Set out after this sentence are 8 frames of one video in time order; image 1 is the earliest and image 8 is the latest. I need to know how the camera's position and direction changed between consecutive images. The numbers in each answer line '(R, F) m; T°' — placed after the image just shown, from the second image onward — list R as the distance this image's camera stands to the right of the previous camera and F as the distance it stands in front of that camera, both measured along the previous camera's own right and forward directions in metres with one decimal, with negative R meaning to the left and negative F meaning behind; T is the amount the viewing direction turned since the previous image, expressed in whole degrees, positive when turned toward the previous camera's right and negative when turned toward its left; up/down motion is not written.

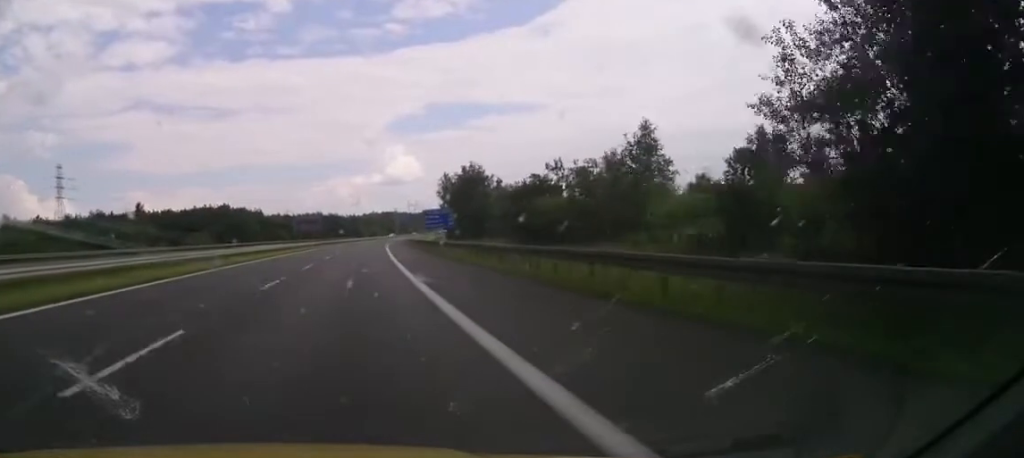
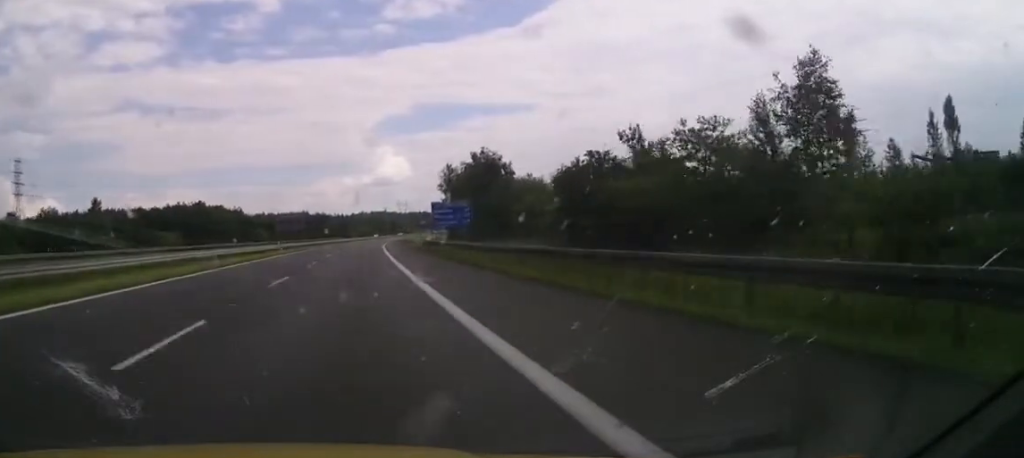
(0.0, +22.9) m; +1°
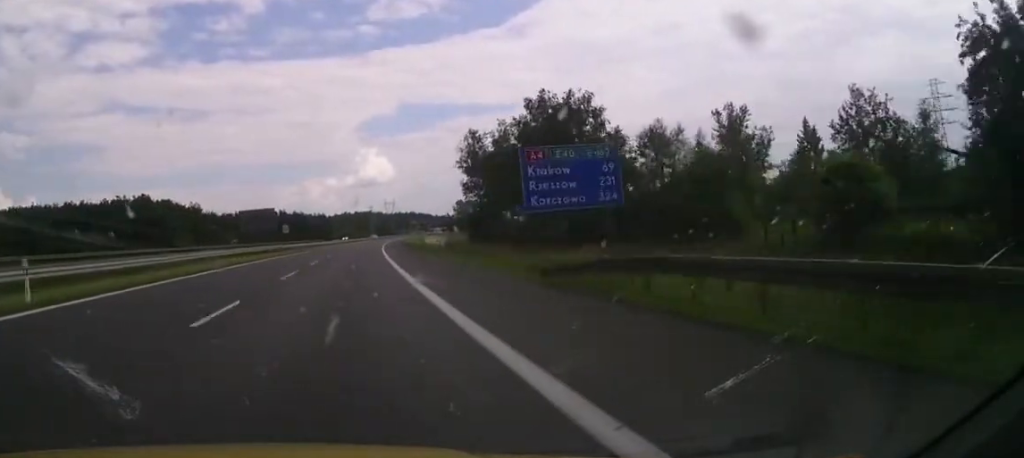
(+1.1, +44.8) m; +2°
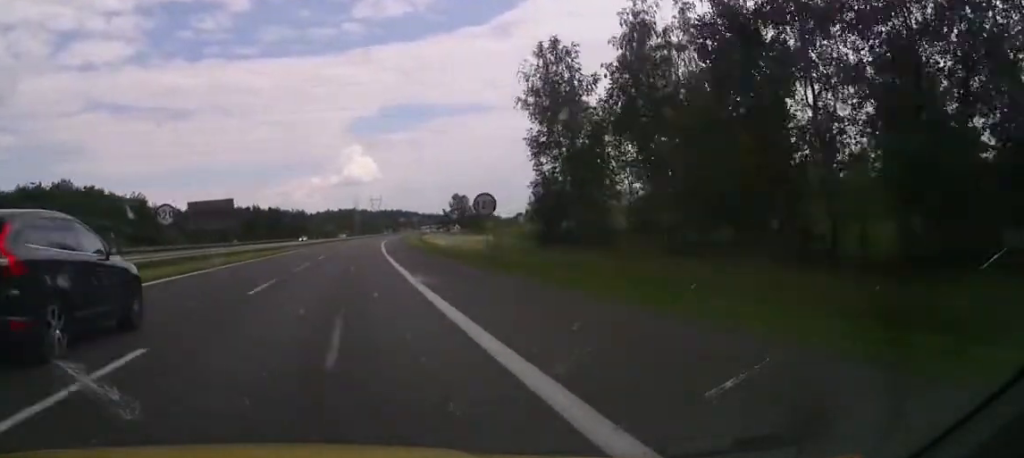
(+0.2, +42.6) m; 0°
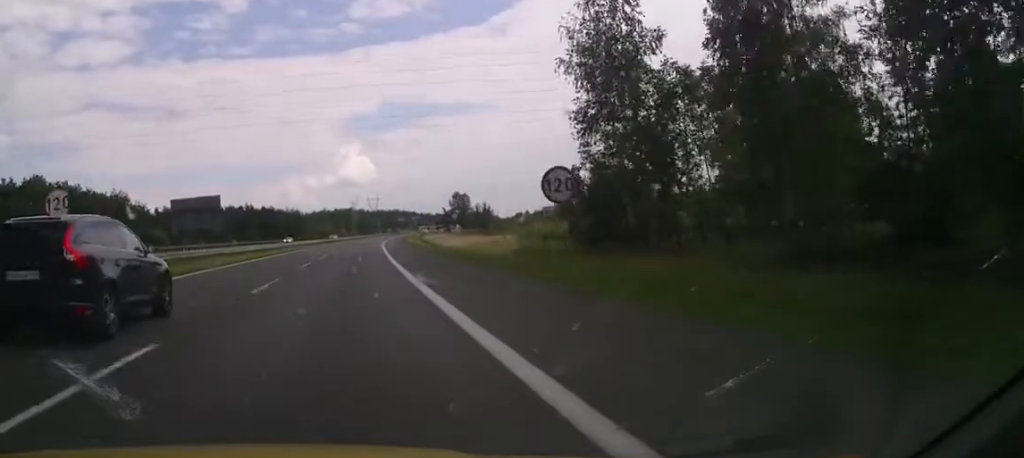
(0.0, +11.7) m; 0°
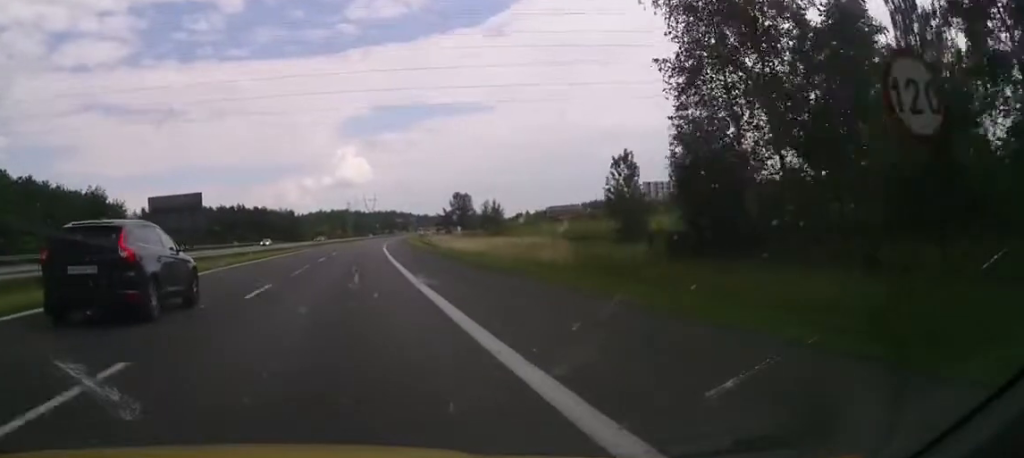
(0.0, +13.5) m; 0°
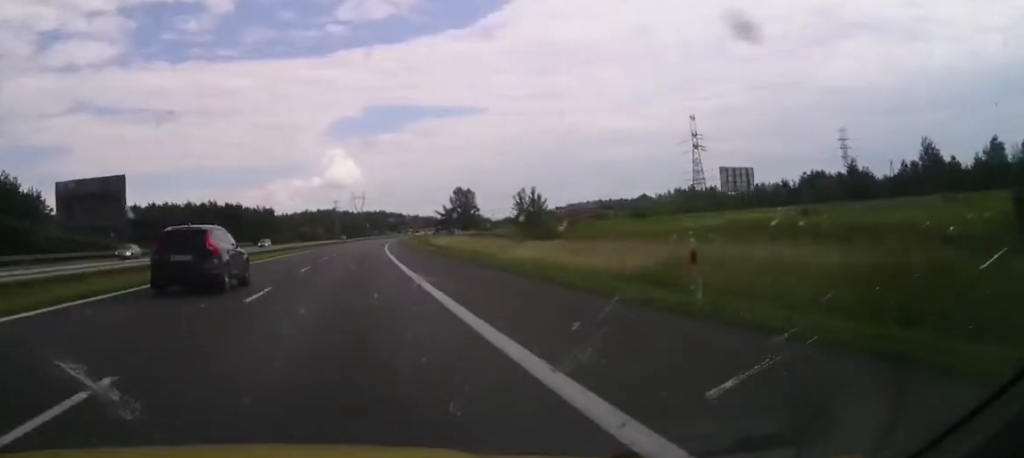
(0.0, +37.7) m; 0°
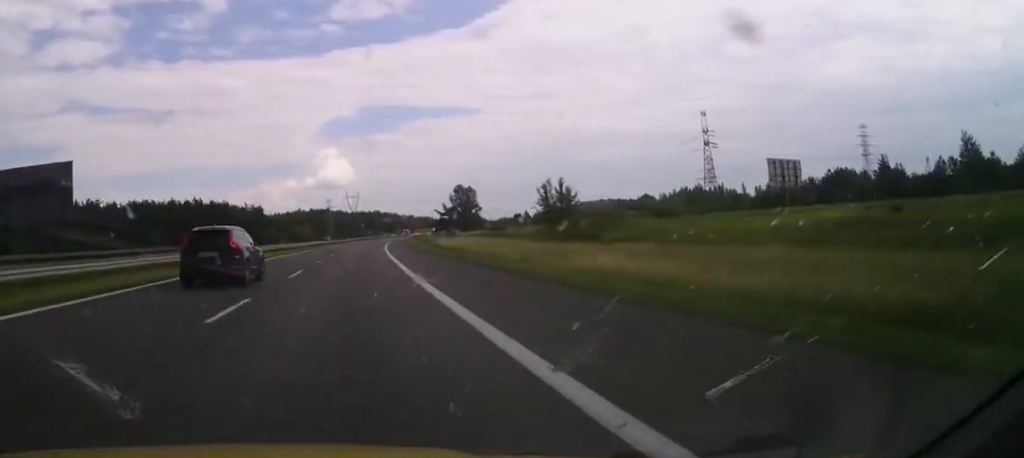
(0.0, +16.0) m; 0°
